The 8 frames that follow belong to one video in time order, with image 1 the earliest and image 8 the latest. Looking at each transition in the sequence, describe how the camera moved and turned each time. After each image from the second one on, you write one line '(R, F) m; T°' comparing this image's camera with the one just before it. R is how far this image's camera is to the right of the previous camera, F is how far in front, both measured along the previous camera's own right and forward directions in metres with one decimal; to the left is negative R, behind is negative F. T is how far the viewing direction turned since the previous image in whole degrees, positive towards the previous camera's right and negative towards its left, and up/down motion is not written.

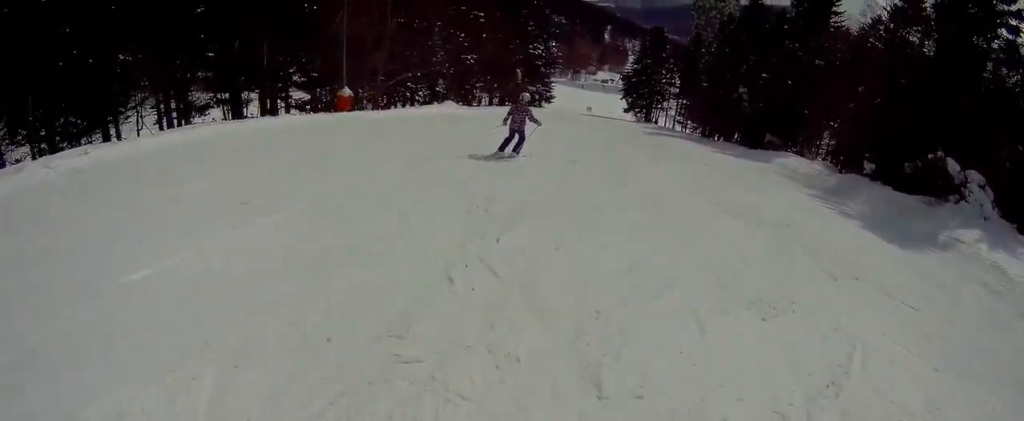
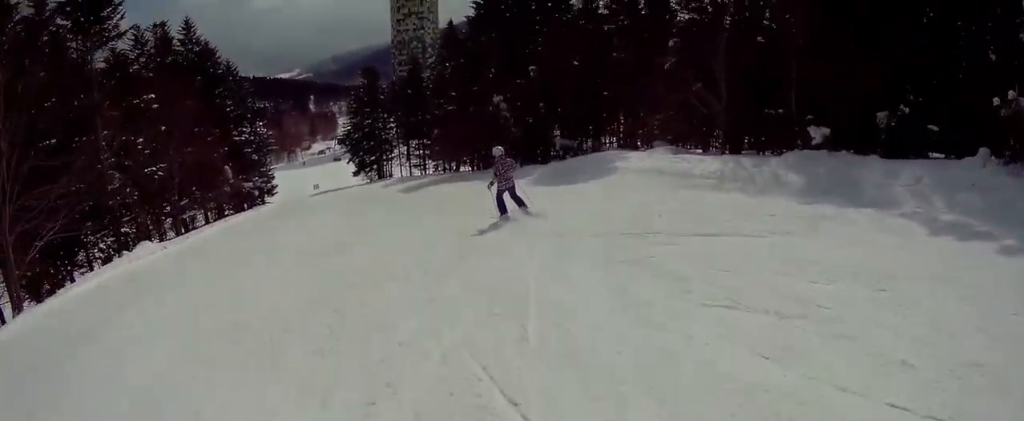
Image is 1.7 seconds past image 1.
(+1.2, +12.0) m; +4°
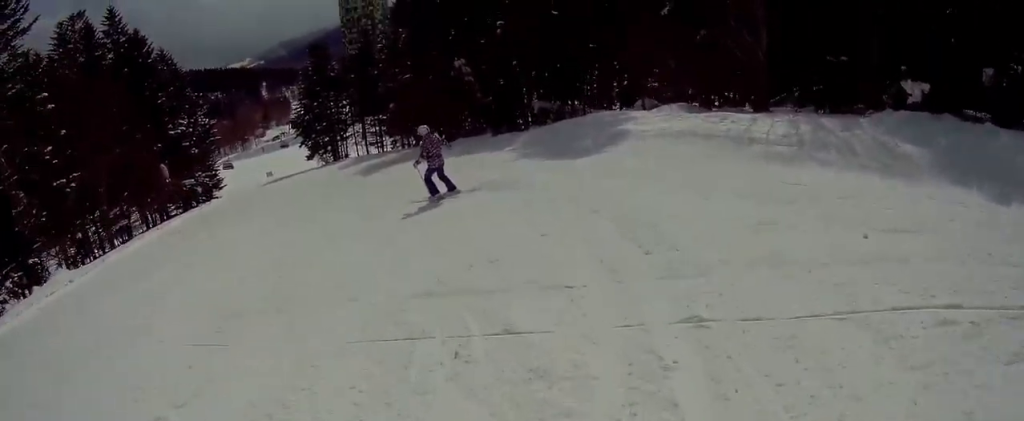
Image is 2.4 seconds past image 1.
(-0.6, +5.2) m; -5°
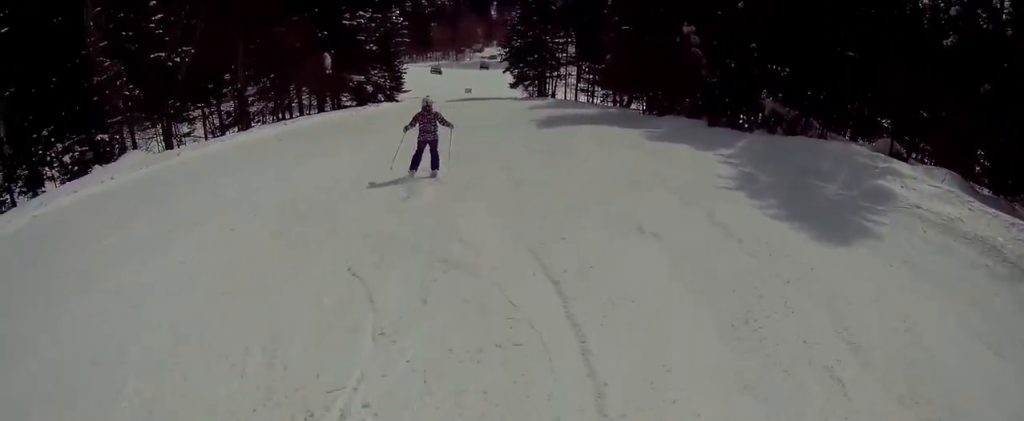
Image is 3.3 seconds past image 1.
(-0.2, +6.4) m; -5°
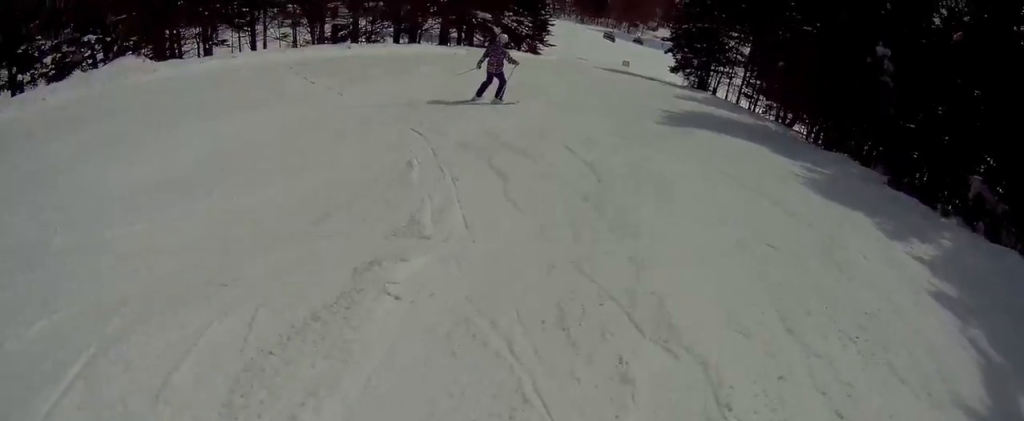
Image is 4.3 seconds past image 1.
(-0.4, +7.0) m; +6°
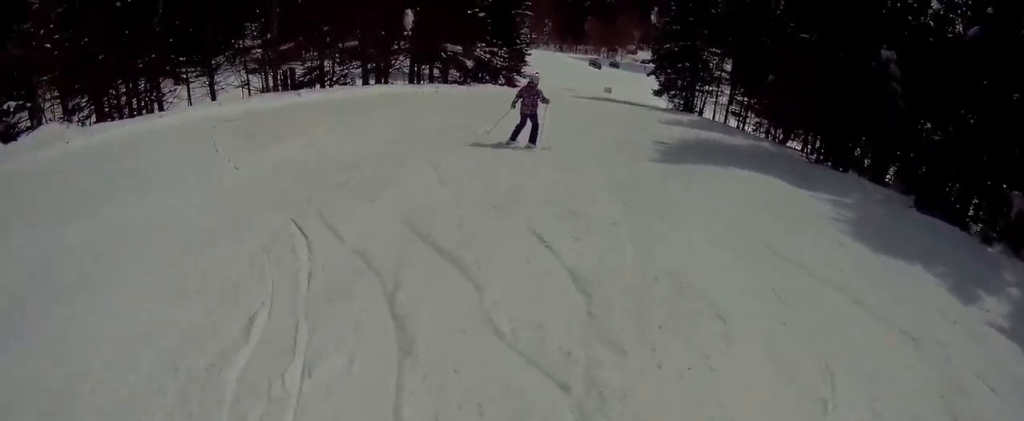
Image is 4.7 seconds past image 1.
(-0.4, +2.7) m; +5°
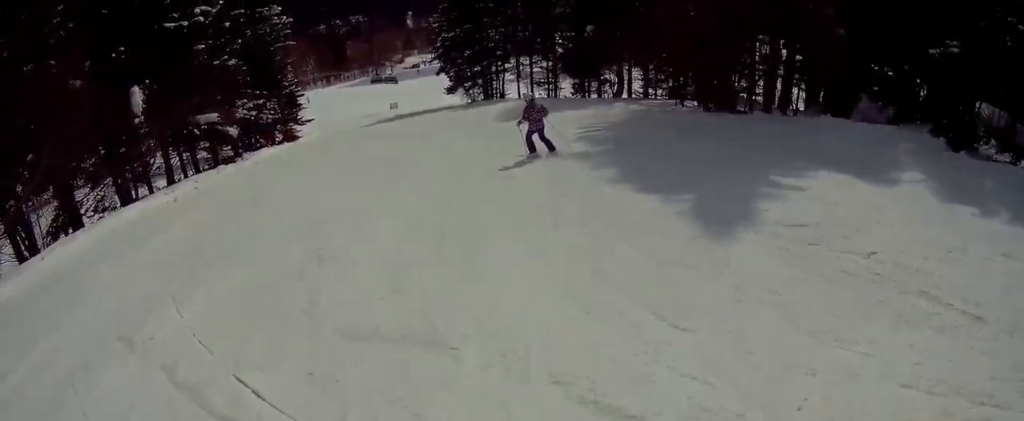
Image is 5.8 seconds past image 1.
(+2.2, +8.5) m; +10°
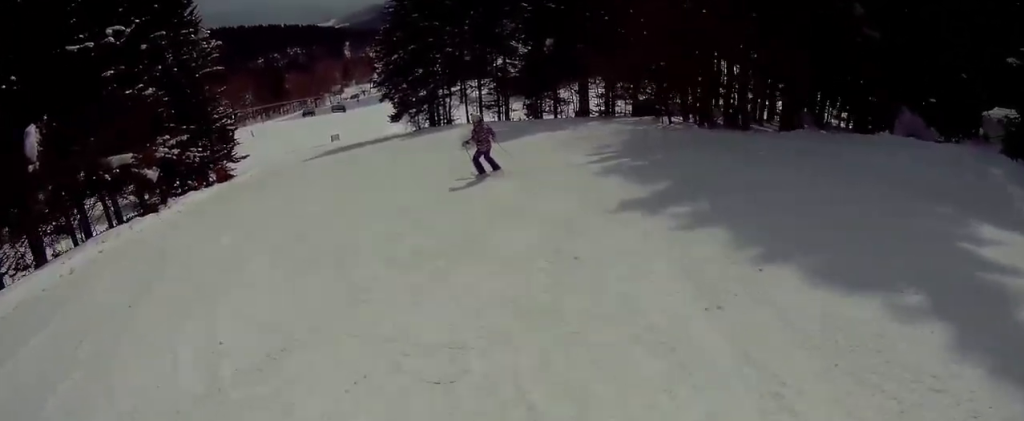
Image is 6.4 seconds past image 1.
(0.0, +3.9) m; -6°
